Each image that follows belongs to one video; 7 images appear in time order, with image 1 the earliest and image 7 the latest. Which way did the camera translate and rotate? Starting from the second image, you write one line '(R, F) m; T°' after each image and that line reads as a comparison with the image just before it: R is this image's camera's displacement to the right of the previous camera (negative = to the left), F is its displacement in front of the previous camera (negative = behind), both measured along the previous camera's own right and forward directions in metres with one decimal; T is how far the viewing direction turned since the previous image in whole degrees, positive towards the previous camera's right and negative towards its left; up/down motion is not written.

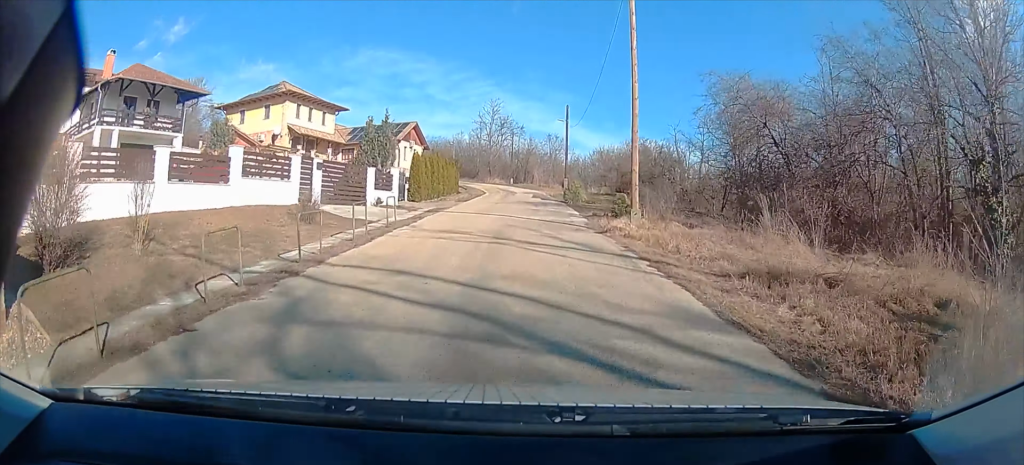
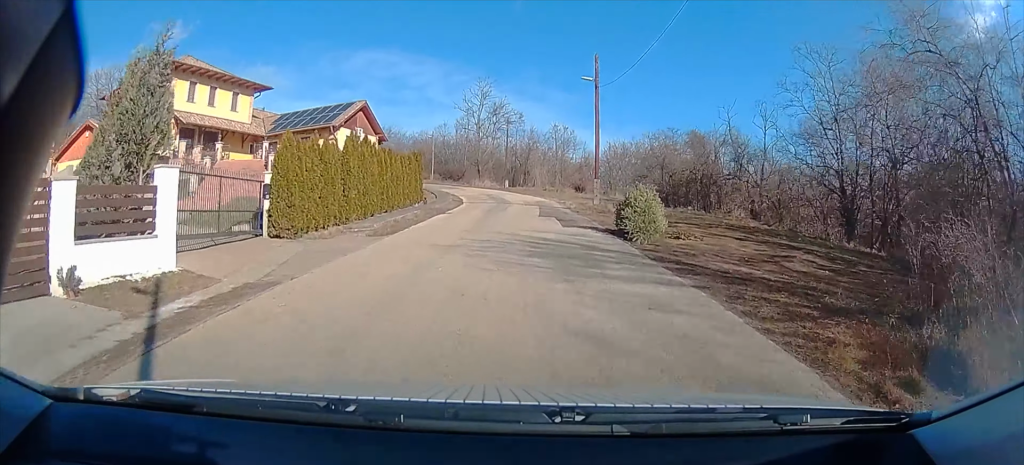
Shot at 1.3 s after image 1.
(0.0, +18.9) m; +4°
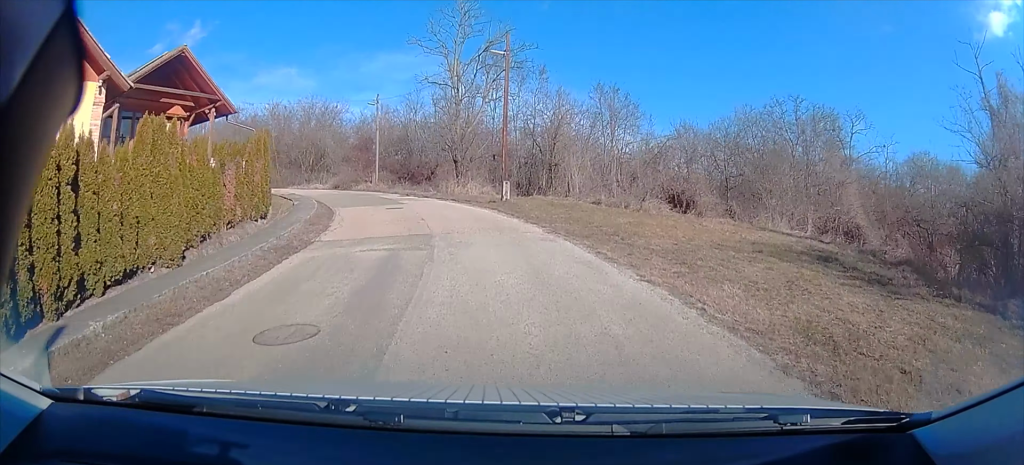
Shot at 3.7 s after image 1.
(+0.1, +31.7) m; -5°
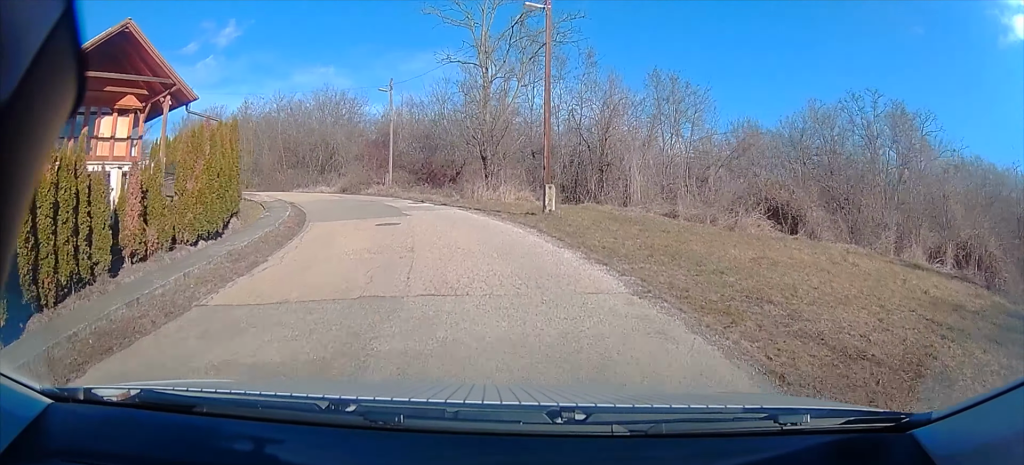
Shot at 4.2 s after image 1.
(0.0, +6.6) m; -3°
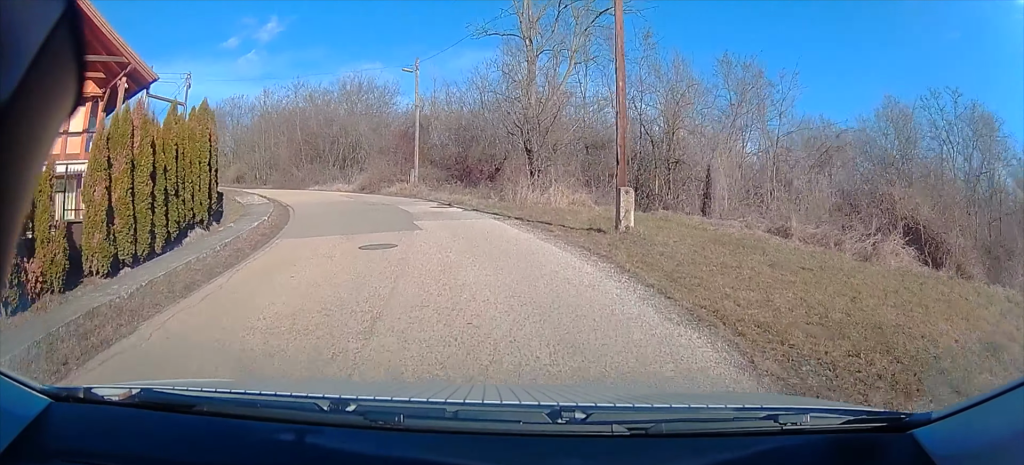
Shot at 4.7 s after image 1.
(-0.3, +5.1) m; -4°
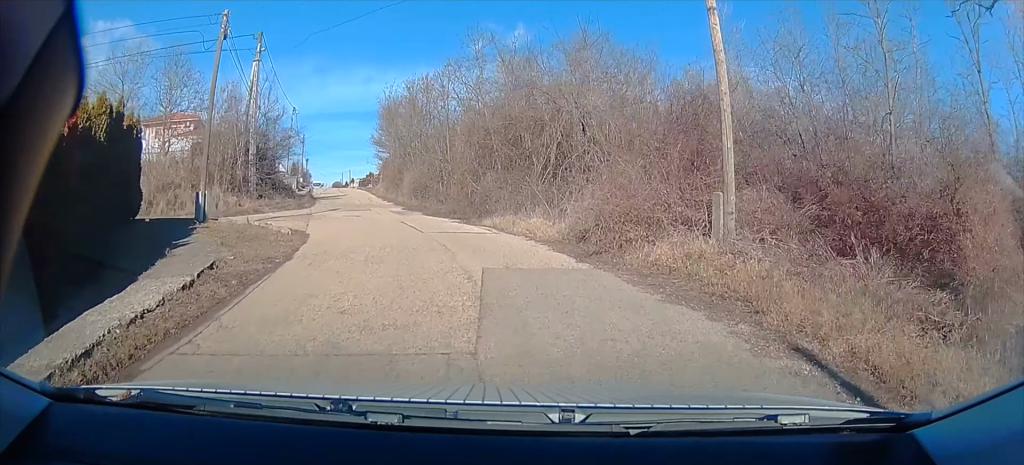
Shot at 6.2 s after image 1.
(-2.1, +16.3) m; -23°
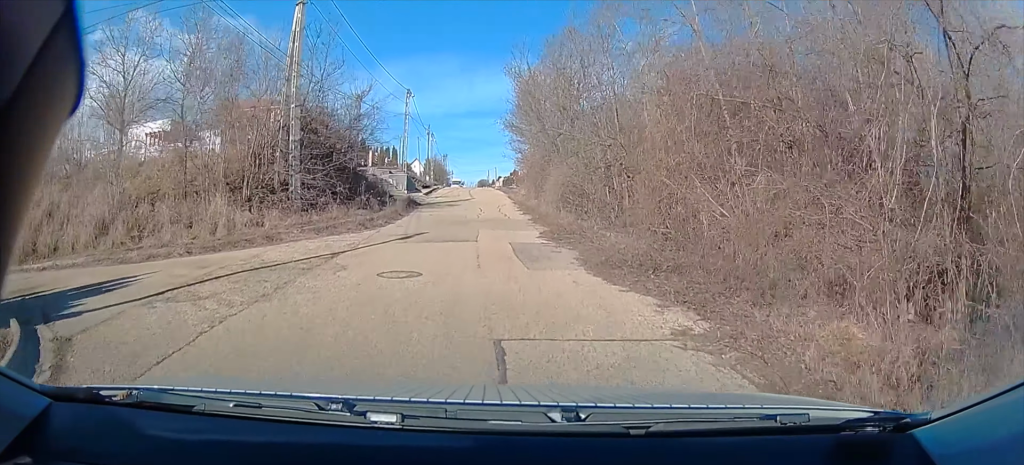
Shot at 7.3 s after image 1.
(-2.6, +11.5) m; -16°
